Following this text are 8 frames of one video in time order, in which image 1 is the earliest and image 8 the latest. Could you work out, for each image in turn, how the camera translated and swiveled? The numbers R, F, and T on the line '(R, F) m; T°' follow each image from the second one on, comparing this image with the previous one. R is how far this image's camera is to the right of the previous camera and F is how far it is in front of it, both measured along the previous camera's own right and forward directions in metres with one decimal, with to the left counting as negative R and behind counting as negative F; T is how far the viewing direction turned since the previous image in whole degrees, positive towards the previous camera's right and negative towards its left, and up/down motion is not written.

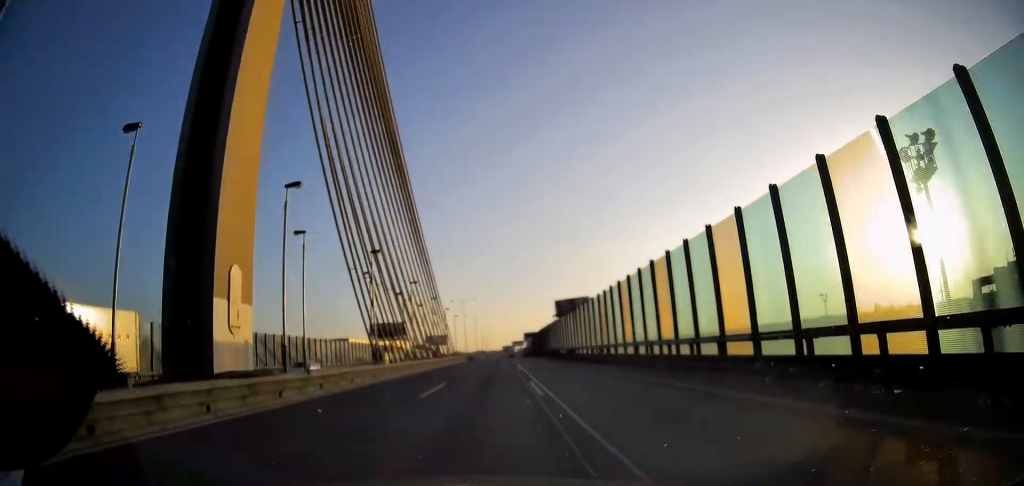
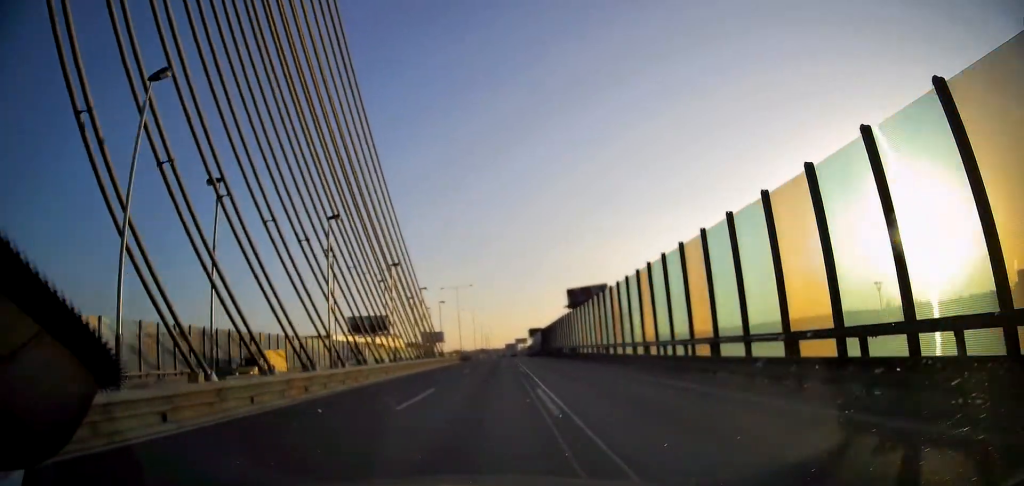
(+0.2, +21.9) m; 0°
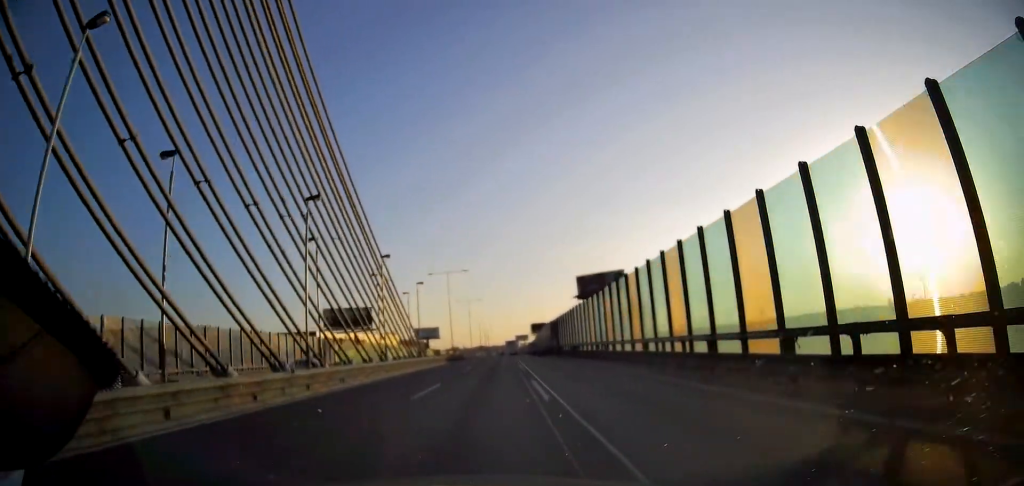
(-0.2, +16.0) m; 0°
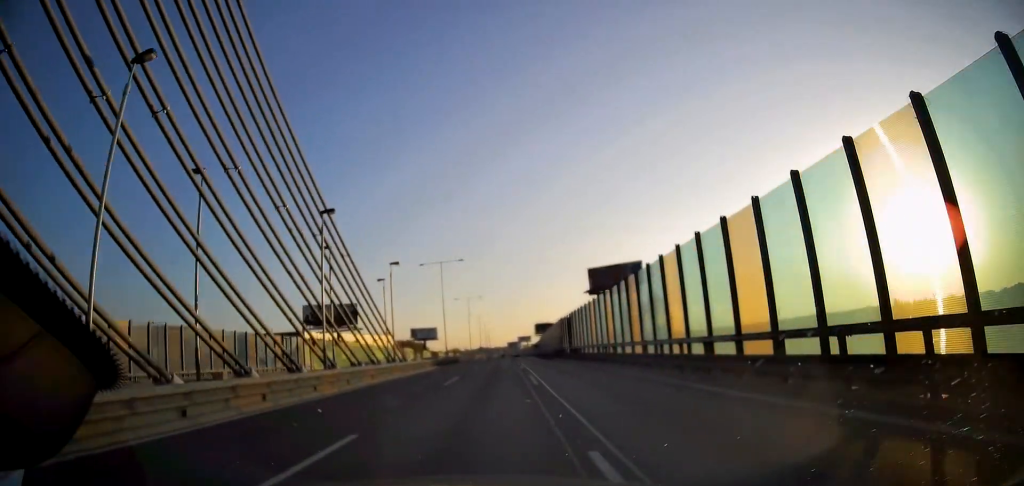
(0.0, +11.6) m; 0°
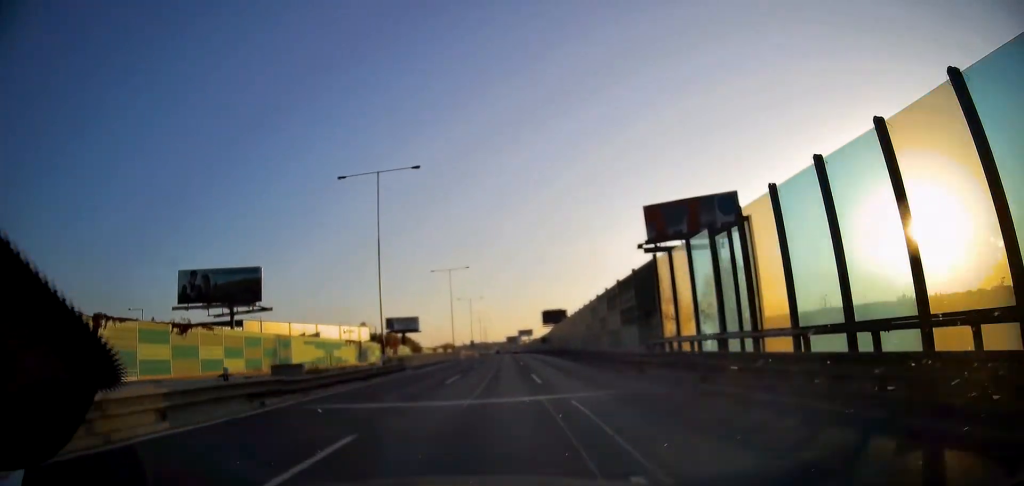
(+0.2, +36.8) m; +1°
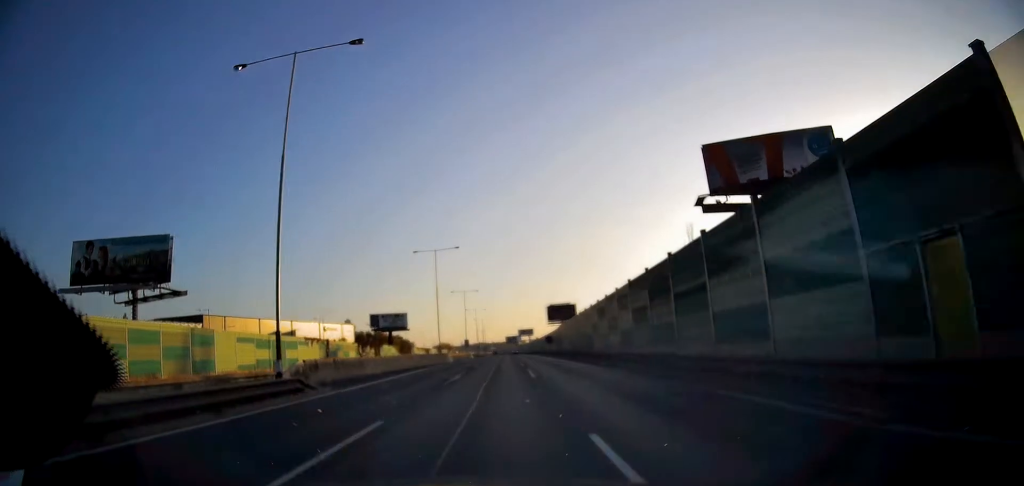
(+0.2, +16.6) m; 0°
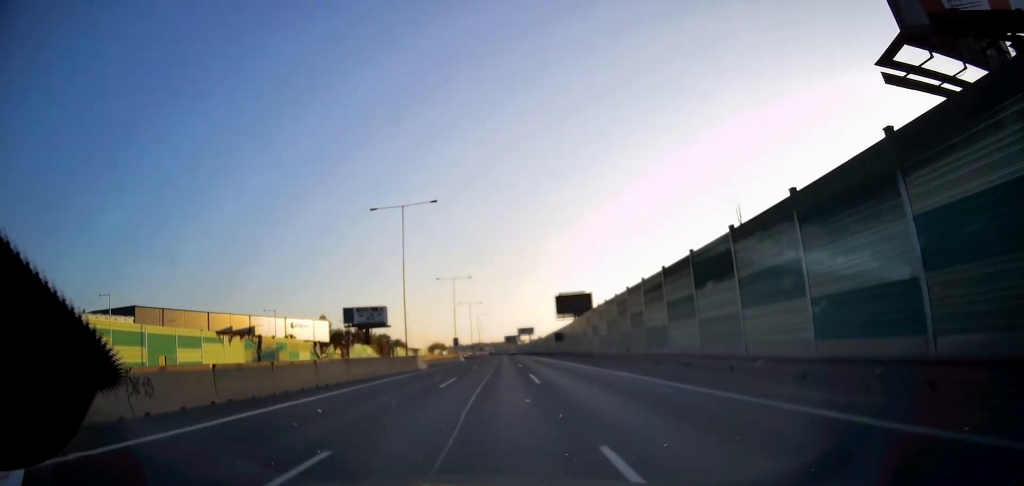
(-0.1, +21.1) m; -1°
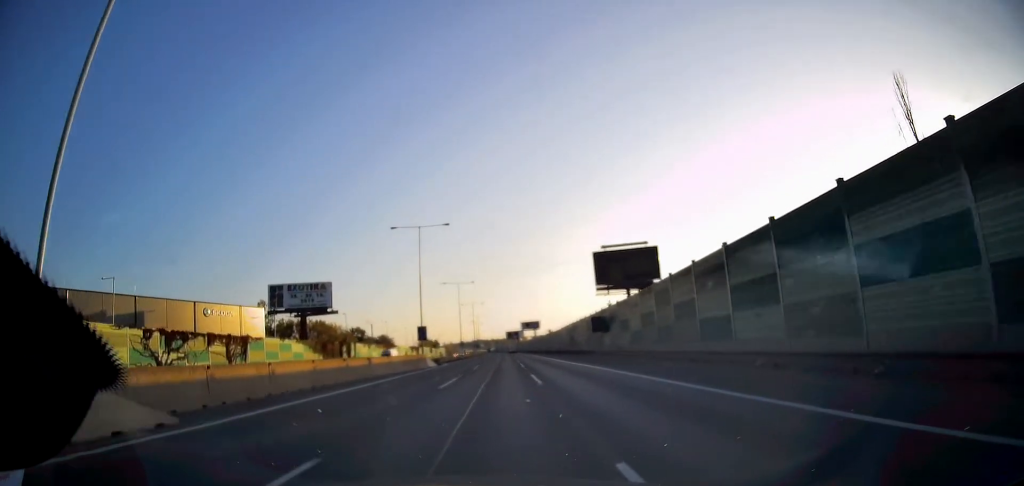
(-0.2, +37.1) m; 0°
